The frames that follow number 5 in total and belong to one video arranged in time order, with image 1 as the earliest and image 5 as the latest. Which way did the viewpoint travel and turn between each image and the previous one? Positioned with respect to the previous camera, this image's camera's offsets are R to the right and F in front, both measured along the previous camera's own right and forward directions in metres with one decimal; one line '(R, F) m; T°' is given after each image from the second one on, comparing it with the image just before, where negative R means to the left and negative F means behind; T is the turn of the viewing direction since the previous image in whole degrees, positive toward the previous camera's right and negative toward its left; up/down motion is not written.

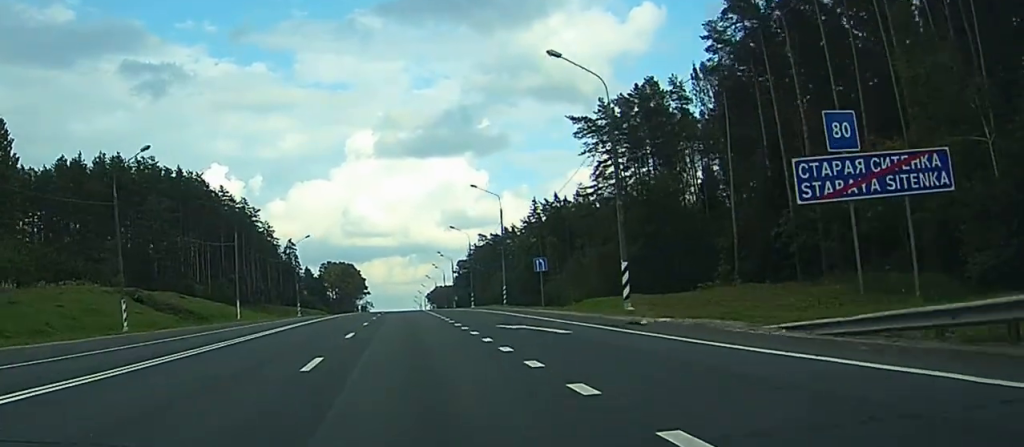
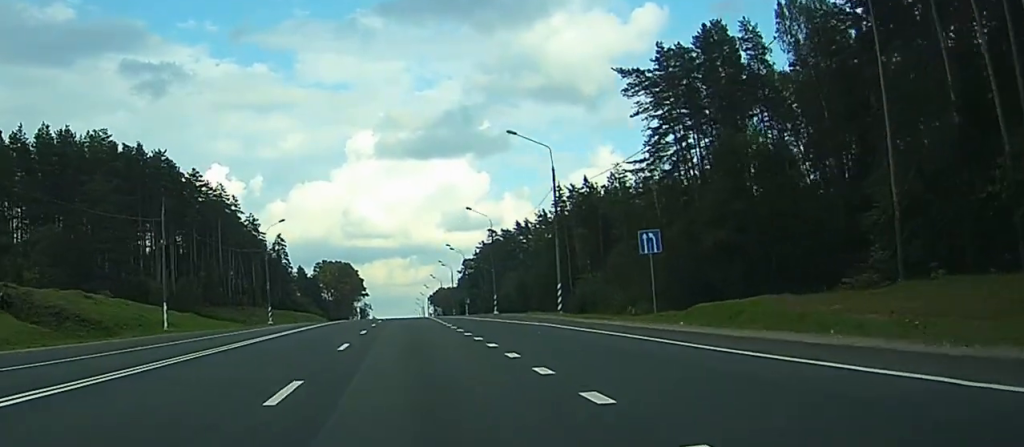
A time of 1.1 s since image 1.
(+0.1, +28.4) m; 0°
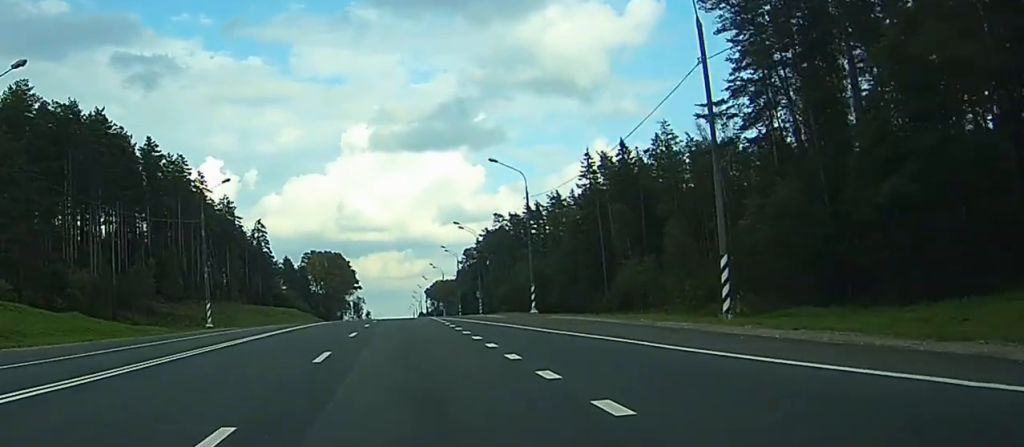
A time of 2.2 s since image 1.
(0.0, +29.1) m; 0°
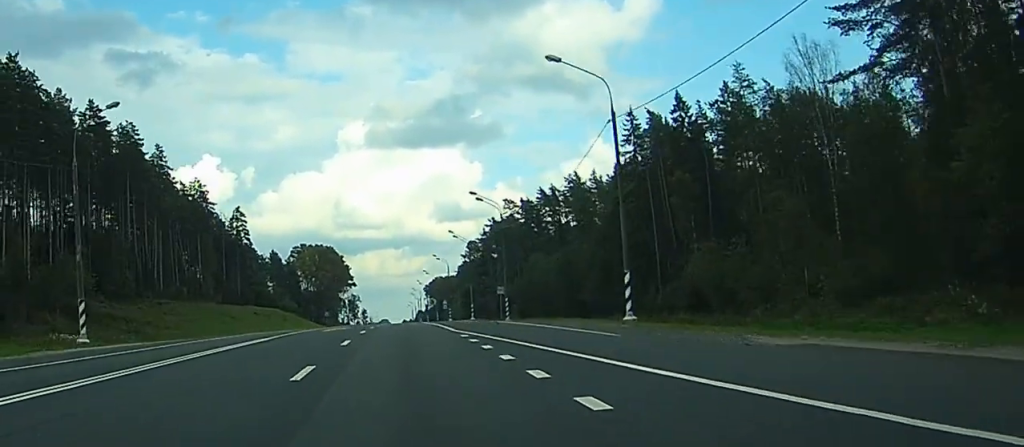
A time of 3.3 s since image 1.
(+0.2, +27.3) m; 0°
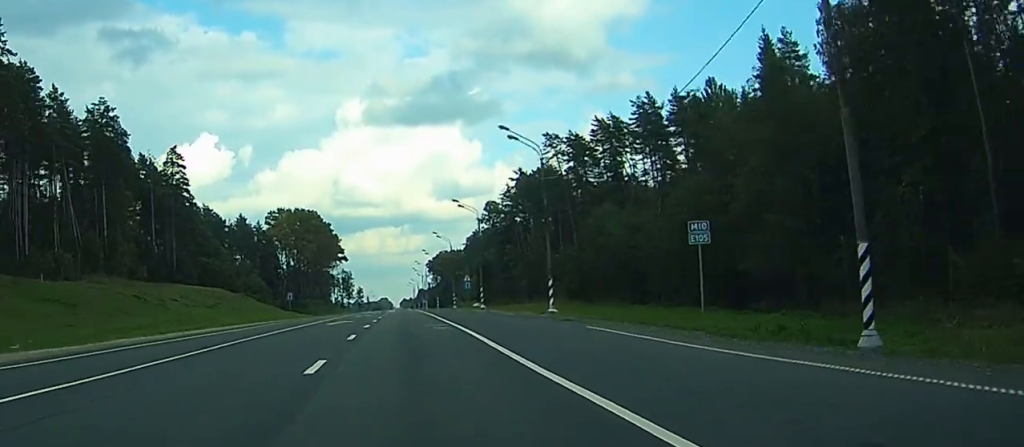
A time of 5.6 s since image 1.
(-0.4, +58.5) m; -1°
